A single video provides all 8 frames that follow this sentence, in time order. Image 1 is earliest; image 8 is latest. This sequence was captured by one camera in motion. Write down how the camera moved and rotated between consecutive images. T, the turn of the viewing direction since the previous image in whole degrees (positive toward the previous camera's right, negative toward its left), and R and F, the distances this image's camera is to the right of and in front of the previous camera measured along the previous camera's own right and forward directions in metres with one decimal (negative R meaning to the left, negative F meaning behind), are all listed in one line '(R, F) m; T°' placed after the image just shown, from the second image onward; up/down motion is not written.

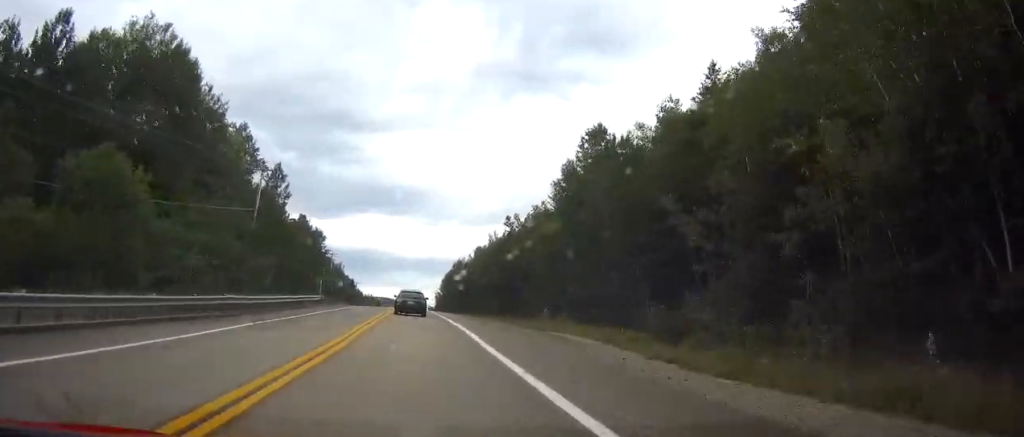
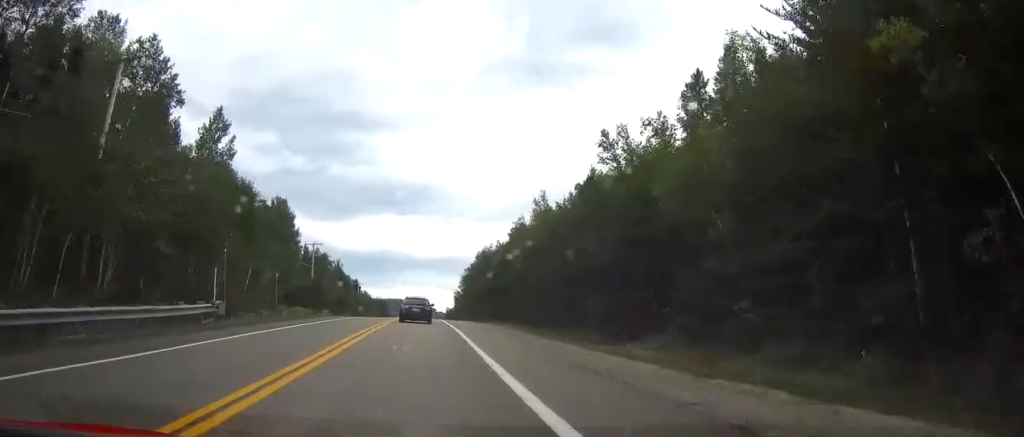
(-0.2, +32.7) m; -1°
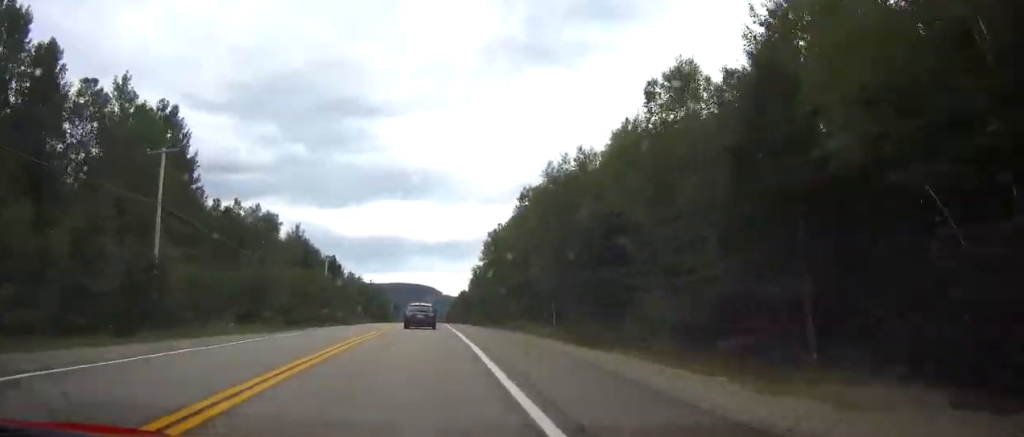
(-0.9, +53.6) m; -1°
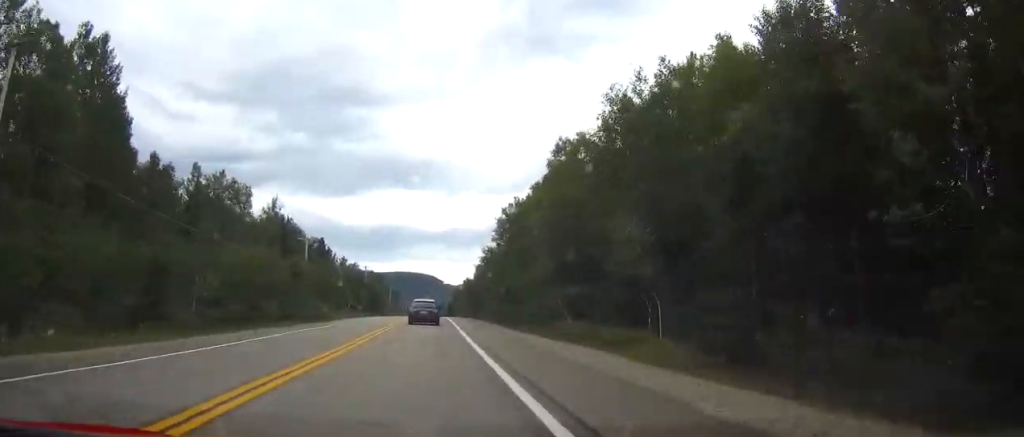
(0.0, +17.1) m; 0°
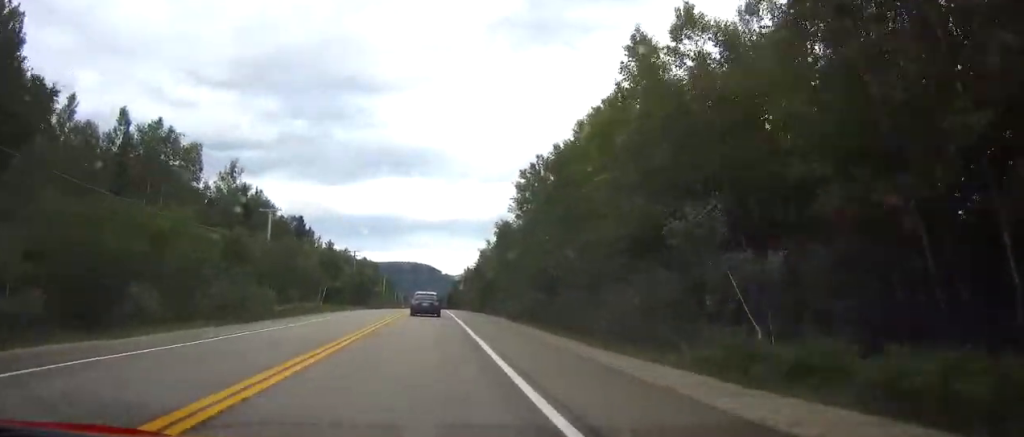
(+0.1, +18.7) m; 0°
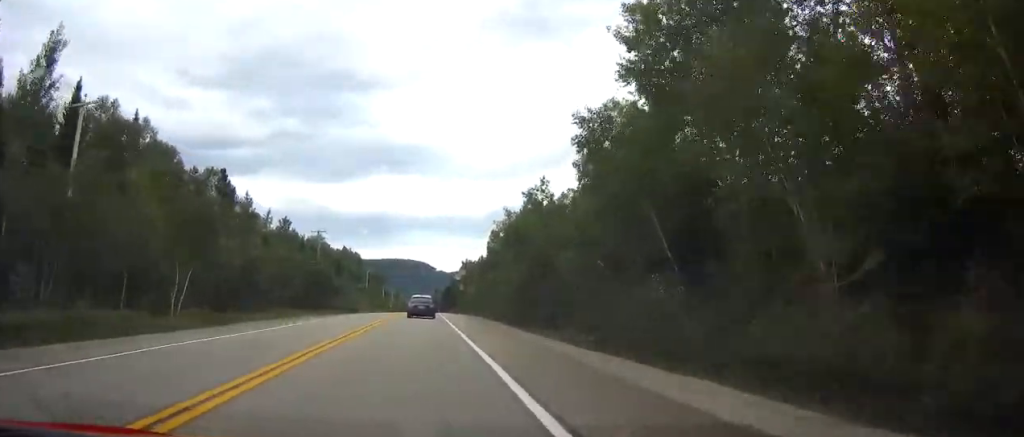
(+0.1, +37.3) m; 0°
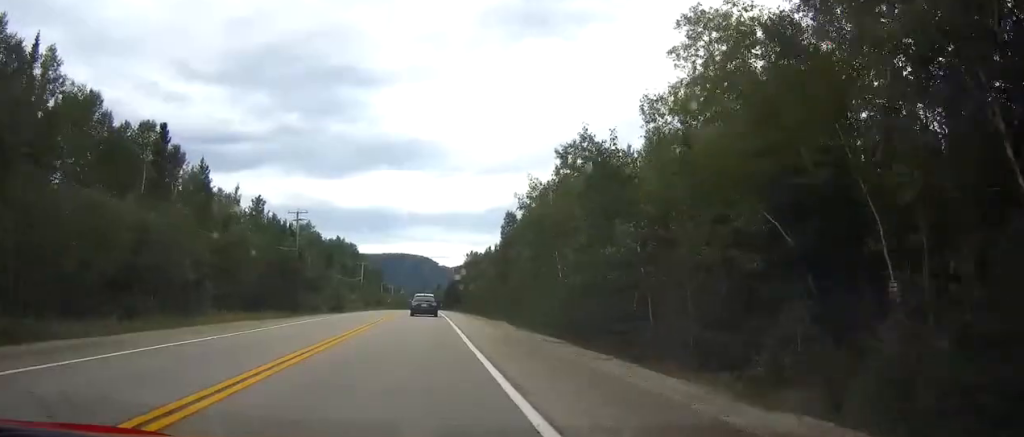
(+0.1, +16.9) m; 0°
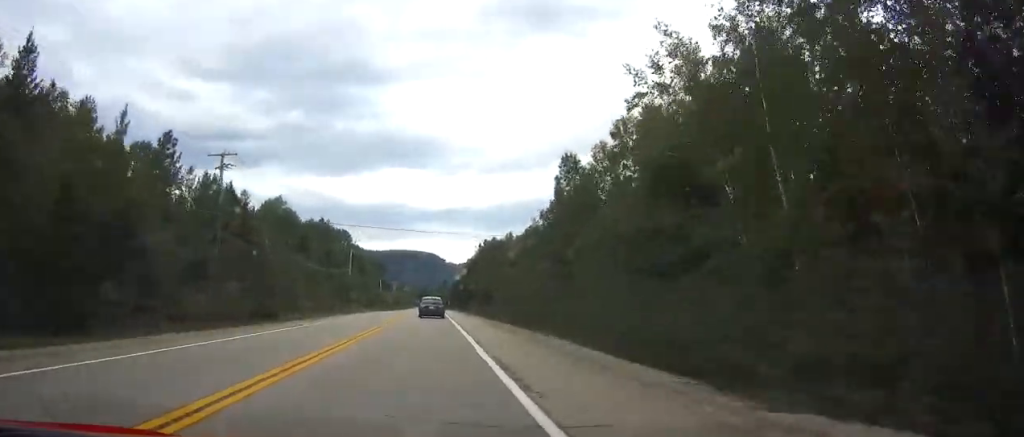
(-0.1, +32.4) m; 0°
